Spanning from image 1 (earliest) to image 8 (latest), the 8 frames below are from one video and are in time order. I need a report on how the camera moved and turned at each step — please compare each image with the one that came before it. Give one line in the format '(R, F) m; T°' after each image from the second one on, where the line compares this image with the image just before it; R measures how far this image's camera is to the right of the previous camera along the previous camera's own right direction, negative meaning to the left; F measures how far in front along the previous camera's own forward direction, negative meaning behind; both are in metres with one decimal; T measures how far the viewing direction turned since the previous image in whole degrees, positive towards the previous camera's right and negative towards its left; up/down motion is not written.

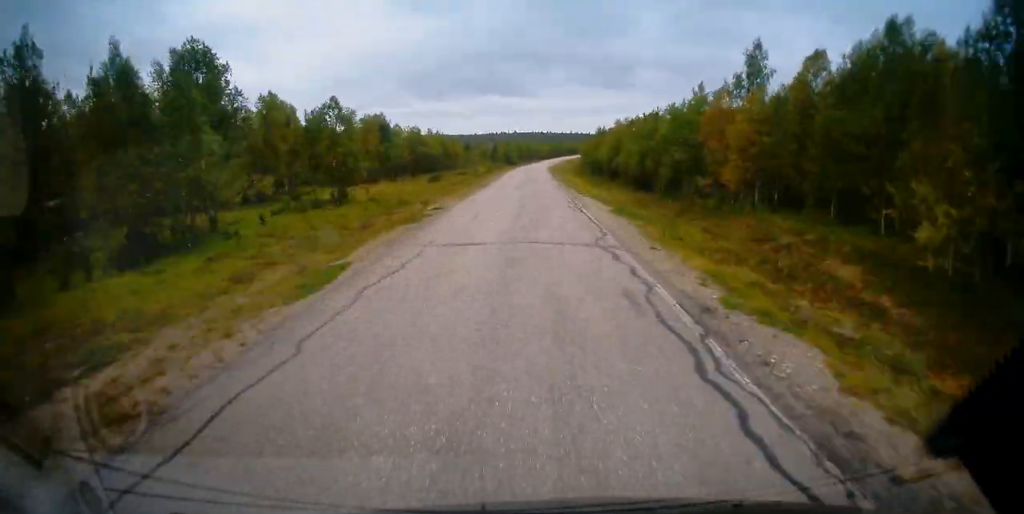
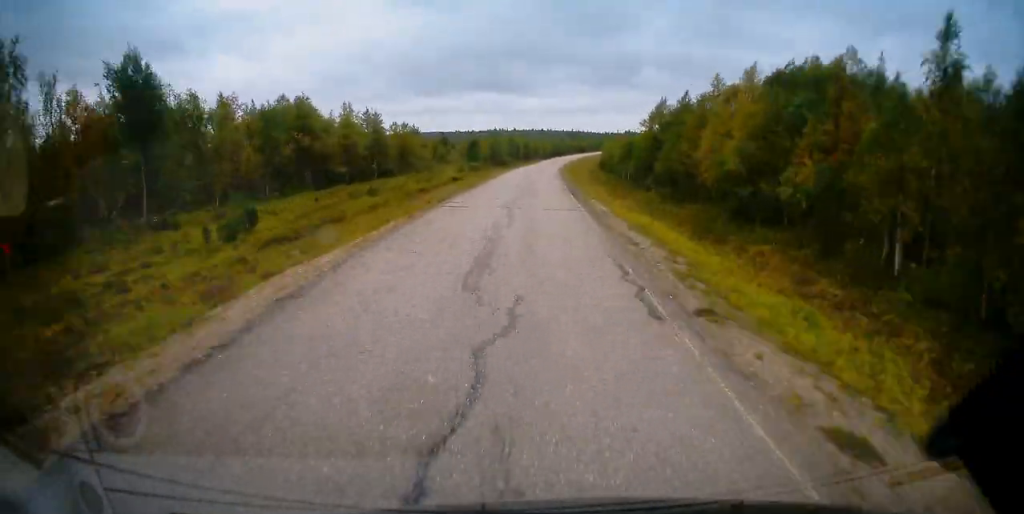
(-0.2, +50.0) m; +1°
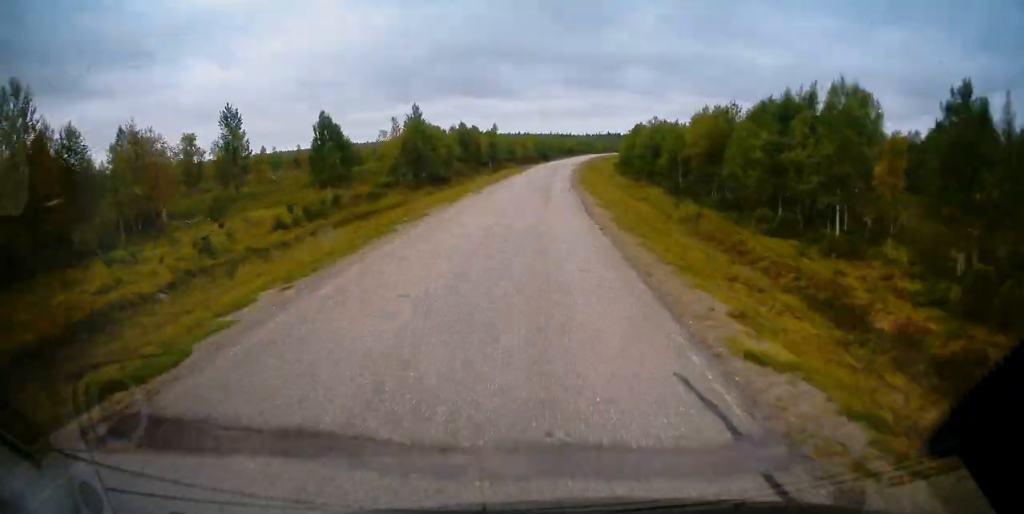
(+1.2, +65.4) m; +3°
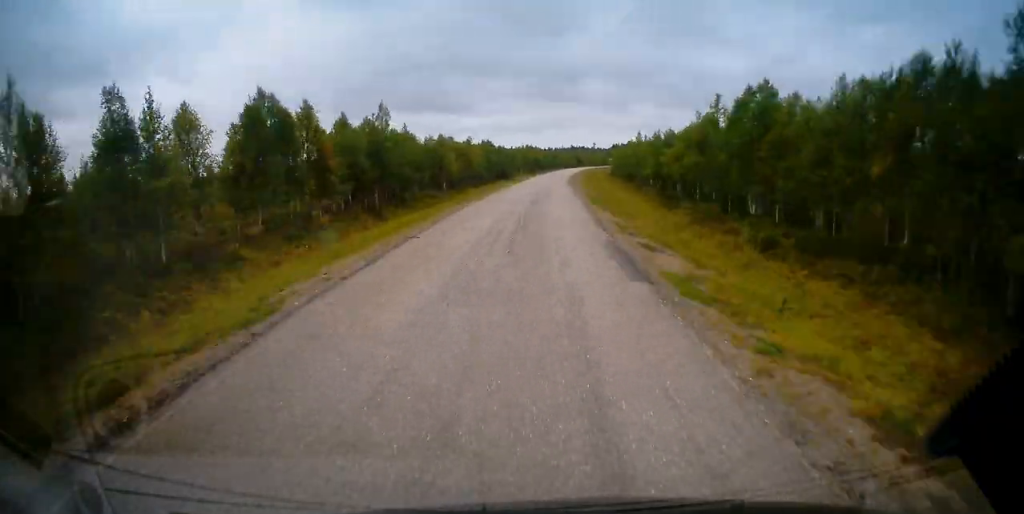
(+1.9, +54.9) m; +3°
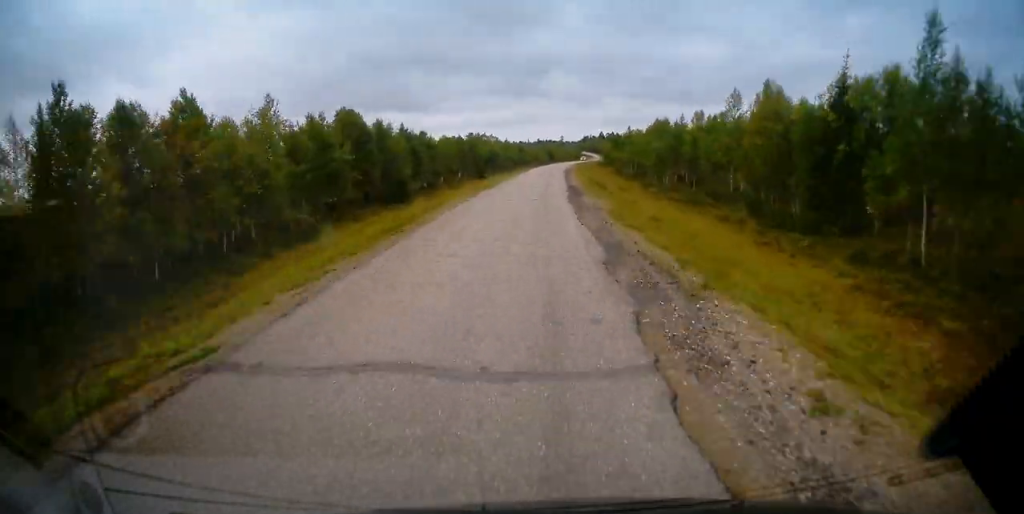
(+2.1, +64.2) m; +3°
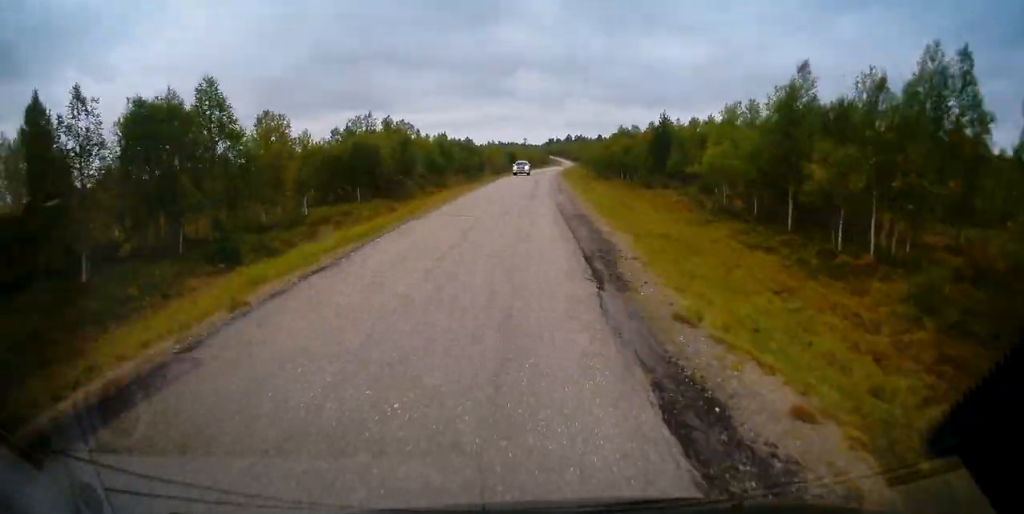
(+1.4, +64.0) m; +2°
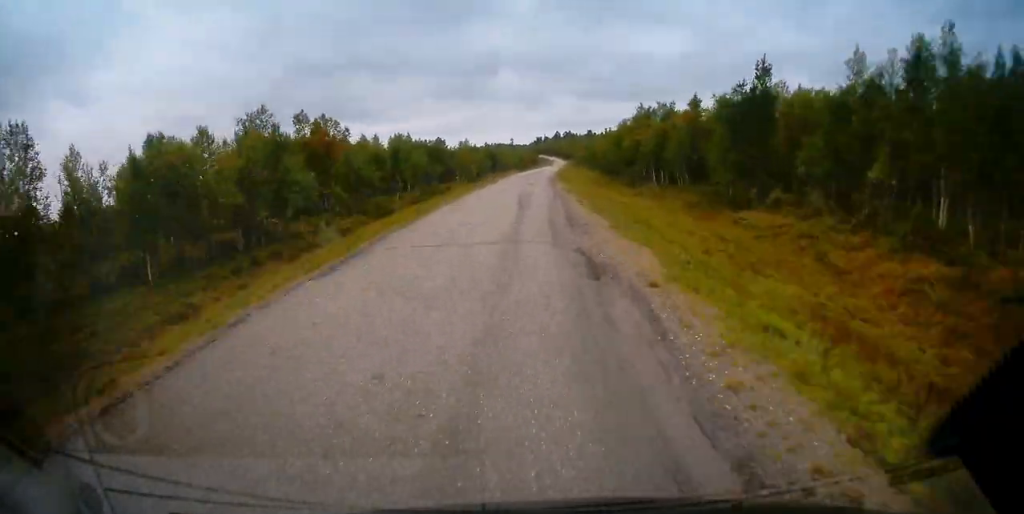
(+0.1, +29.4) m; +1°
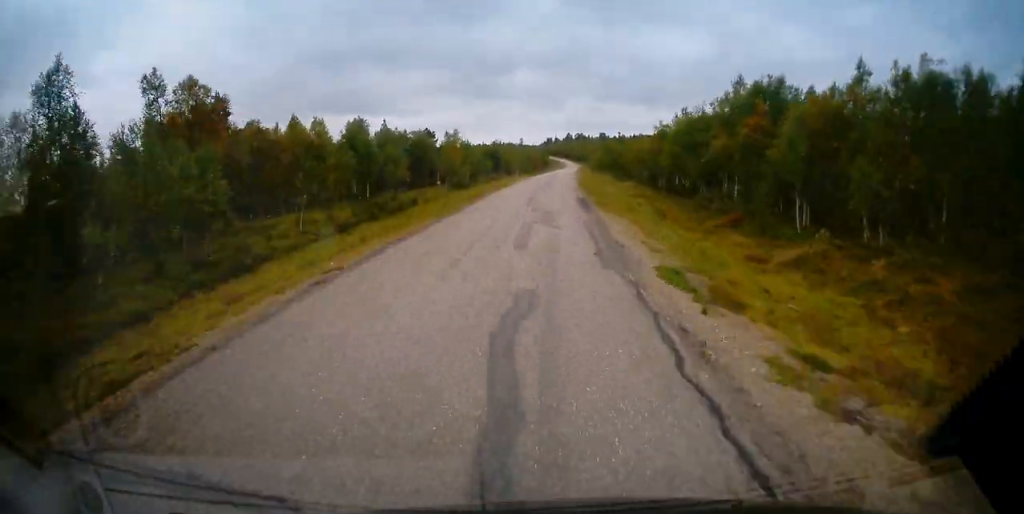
(+0.6, +29.1) m; +1°
